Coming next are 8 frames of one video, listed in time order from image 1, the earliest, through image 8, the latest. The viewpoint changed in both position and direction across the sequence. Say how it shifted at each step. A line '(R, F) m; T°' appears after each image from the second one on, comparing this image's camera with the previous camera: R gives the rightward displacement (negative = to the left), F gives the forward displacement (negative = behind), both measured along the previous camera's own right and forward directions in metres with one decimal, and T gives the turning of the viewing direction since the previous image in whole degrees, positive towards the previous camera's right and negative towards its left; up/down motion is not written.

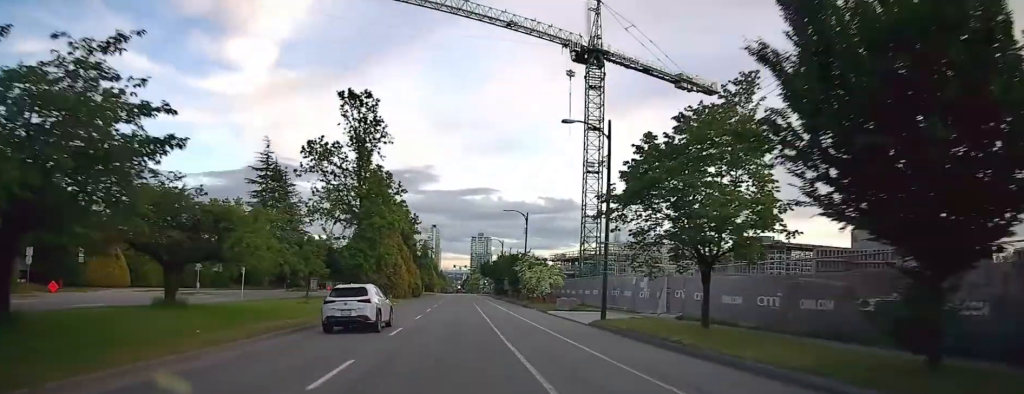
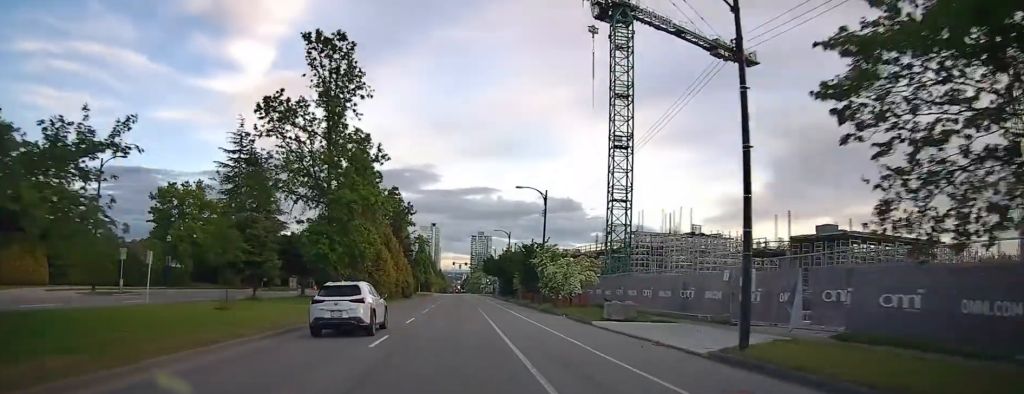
(0.0, +12.9) m; 0°
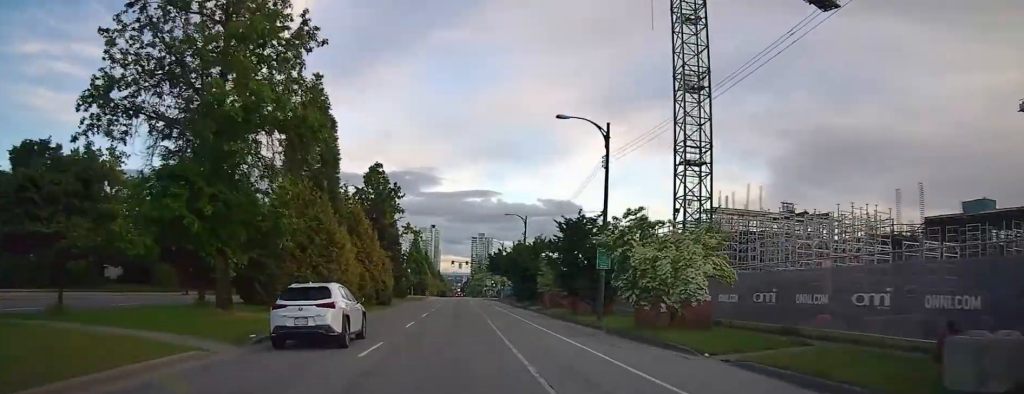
(-0.1, +19.4) m; 0°
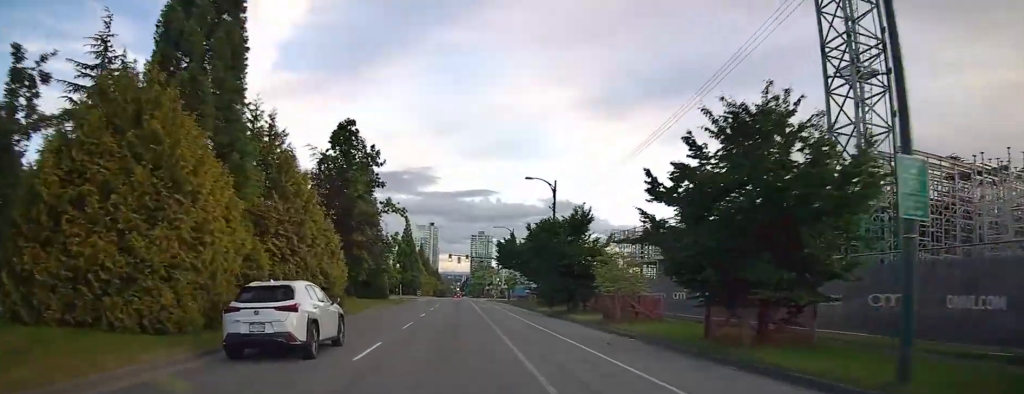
(+0.4, +18.9) m; 0°
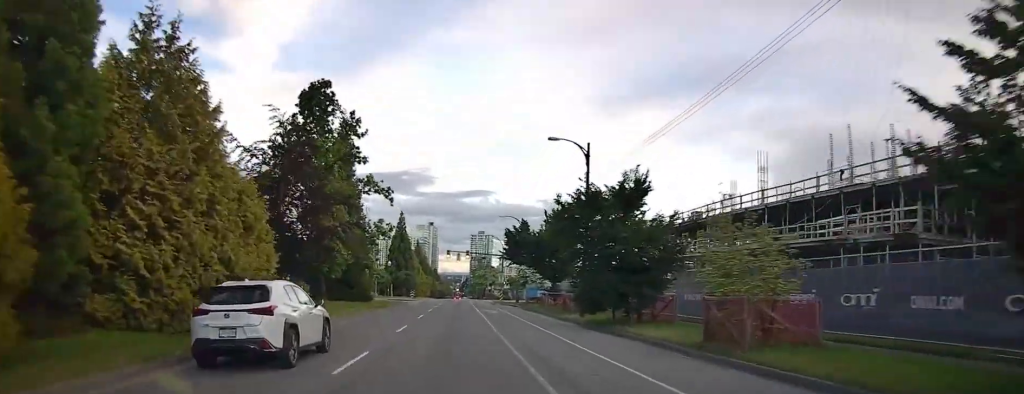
(-0.4, +10.4) m; -2°
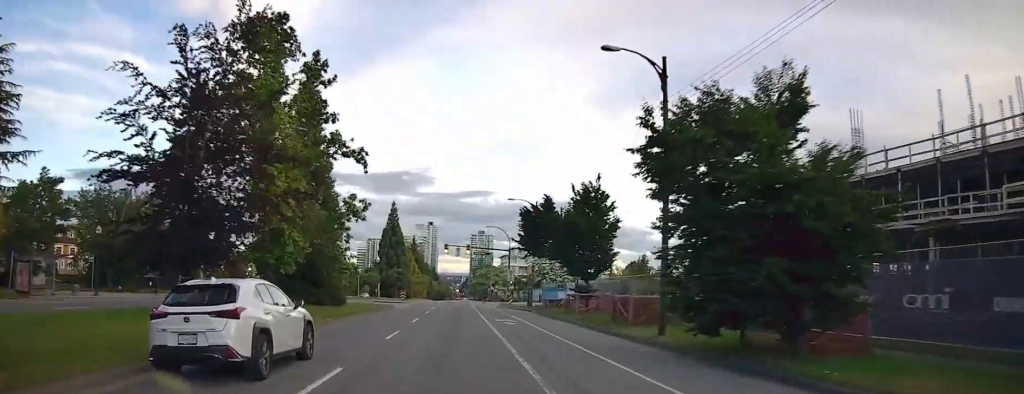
(-0.1, +11.8) m; 0°
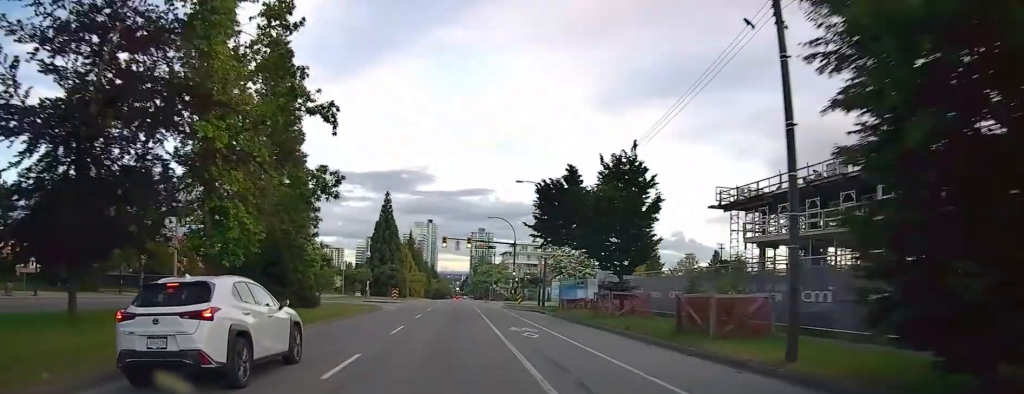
(-0.1, +7.4) m; +1°
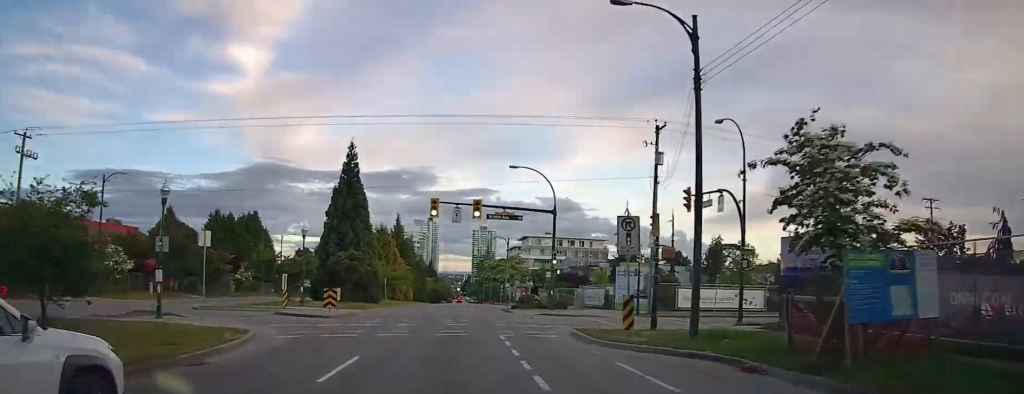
(0.0, +28.0) m; -2°
